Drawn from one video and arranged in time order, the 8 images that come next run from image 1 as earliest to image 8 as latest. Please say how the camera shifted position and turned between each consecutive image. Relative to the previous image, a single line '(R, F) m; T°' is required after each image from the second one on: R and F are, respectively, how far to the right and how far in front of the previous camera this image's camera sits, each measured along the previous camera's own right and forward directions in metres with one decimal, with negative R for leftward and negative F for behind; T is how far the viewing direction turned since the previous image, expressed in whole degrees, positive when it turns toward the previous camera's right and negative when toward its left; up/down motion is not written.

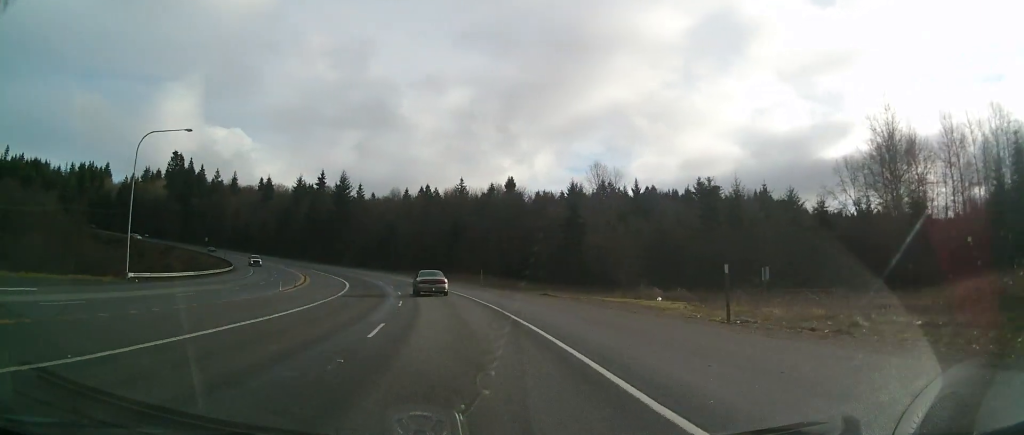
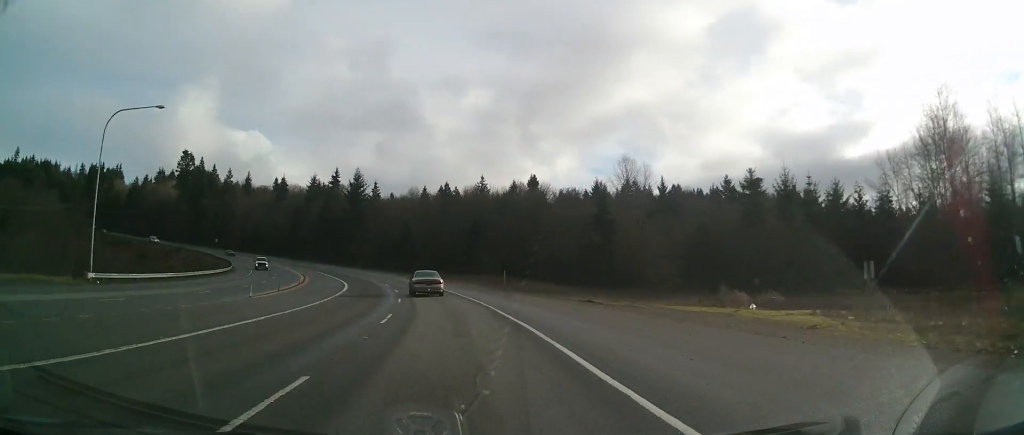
(0.0, +8.9) m; -3°
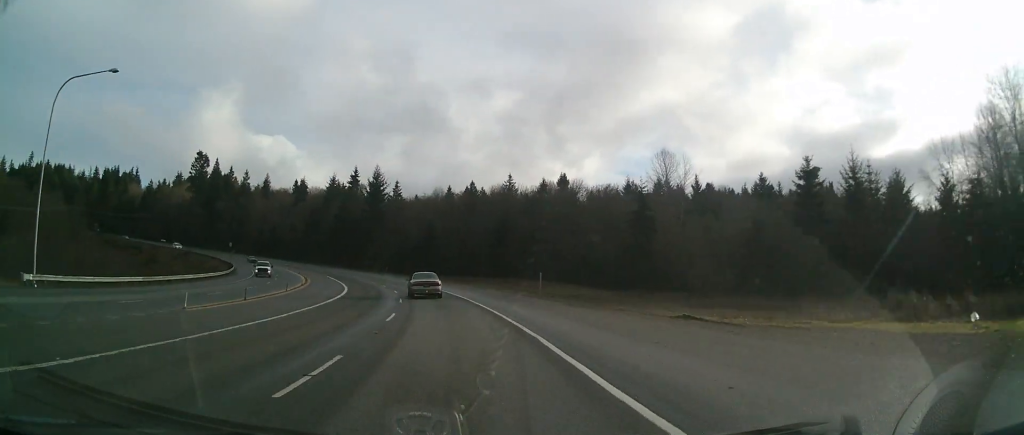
(-0.6, +10.4) m; -3°
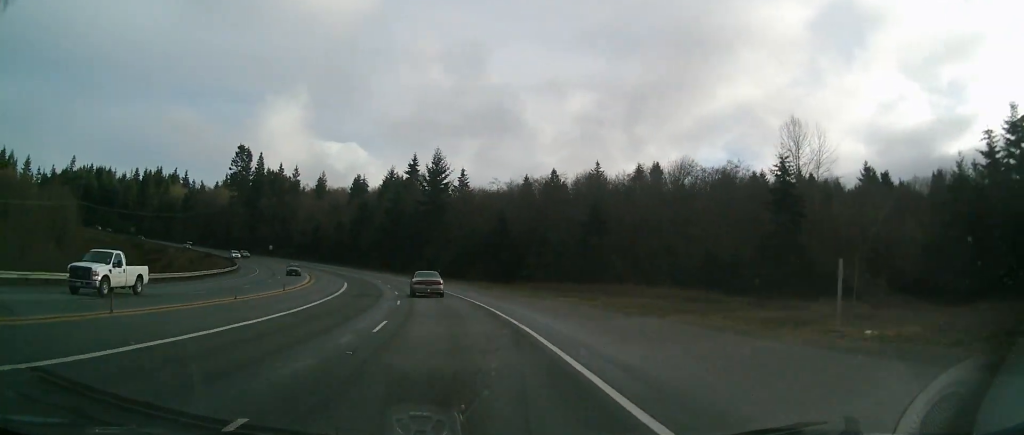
(-1.9, +29.5) m; -5°
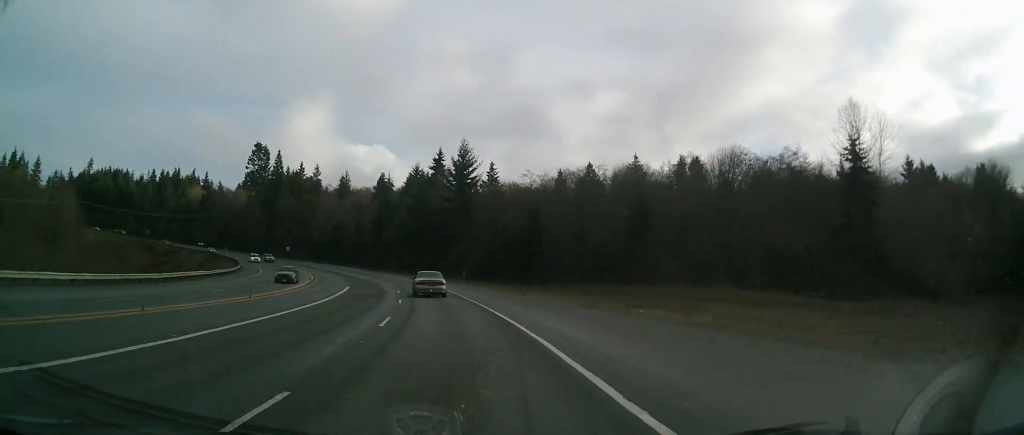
(-0.1, +11.1) m; -3°
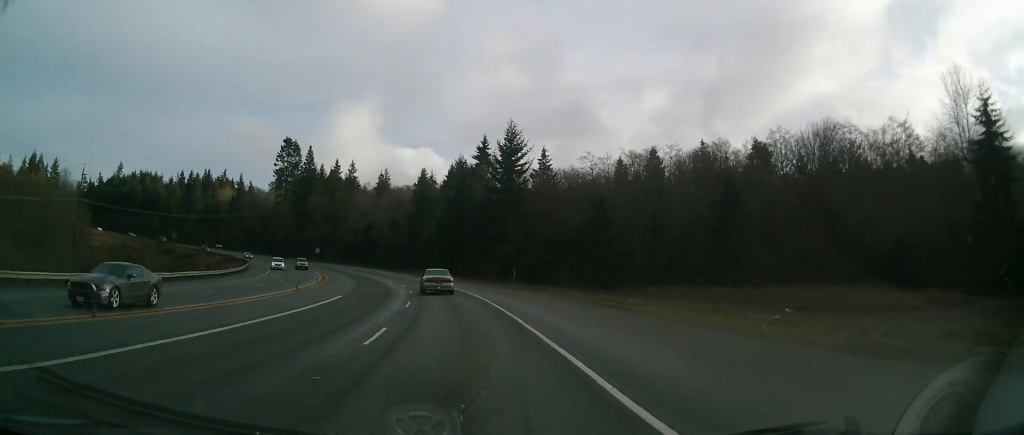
(-0.1, +16.9) m; -5°
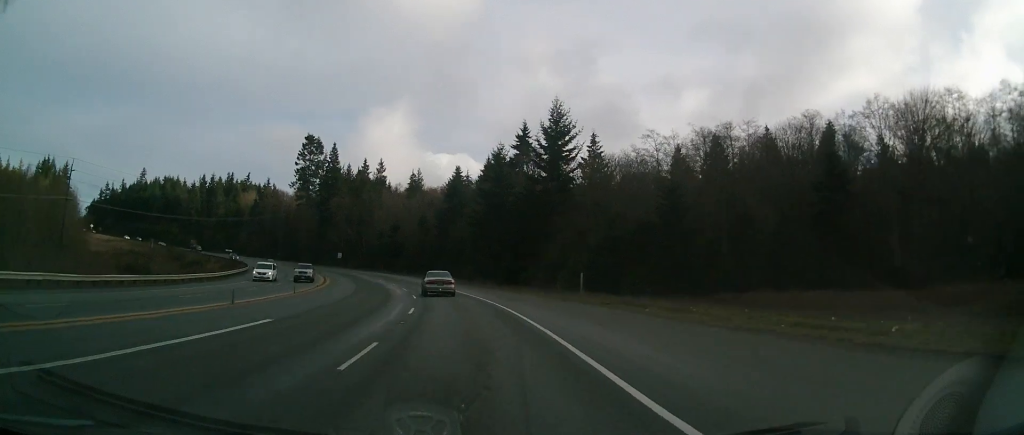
(-1.3, +16.2) m; -4°
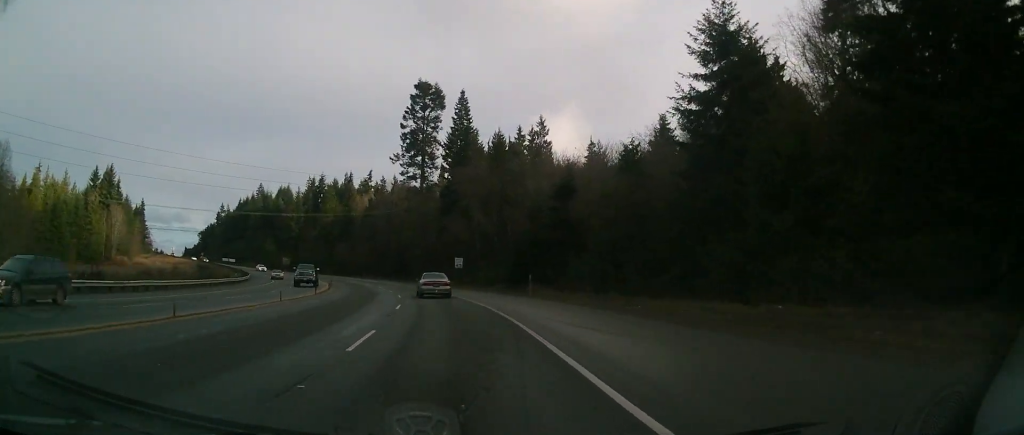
(-8.8, +71.5) m; -18°
